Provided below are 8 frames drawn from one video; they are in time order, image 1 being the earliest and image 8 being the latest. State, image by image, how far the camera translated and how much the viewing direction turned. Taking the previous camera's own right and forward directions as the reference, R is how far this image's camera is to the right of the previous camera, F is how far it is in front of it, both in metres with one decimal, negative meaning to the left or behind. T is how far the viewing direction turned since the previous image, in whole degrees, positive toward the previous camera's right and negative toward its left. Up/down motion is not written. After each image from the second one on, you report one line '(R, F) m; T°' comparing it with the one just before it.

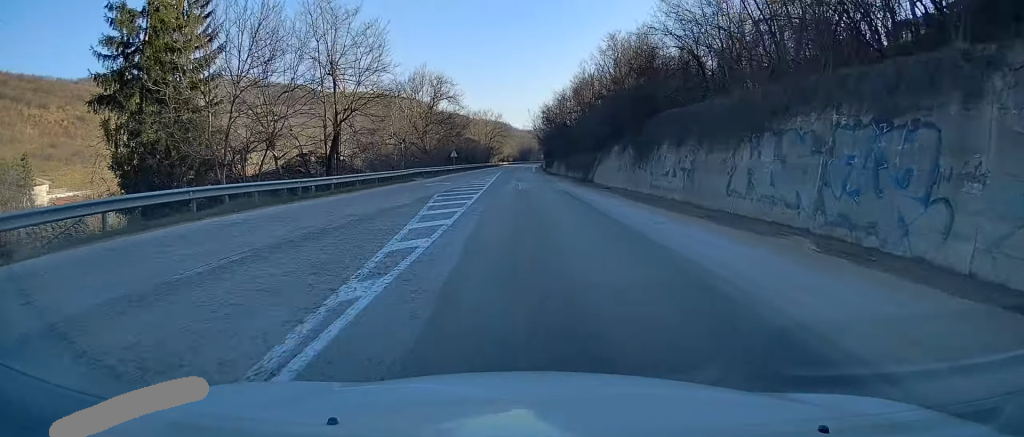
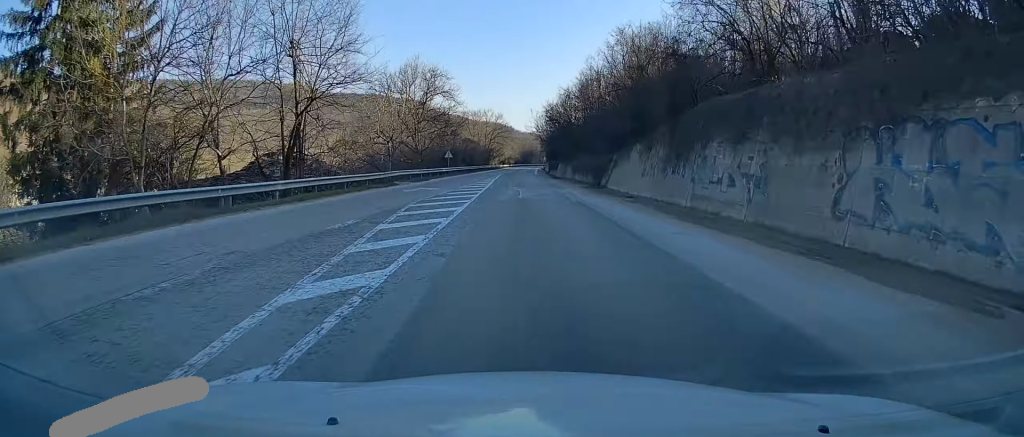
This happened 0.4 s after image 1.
(-0.1, +6.9) m; 0°
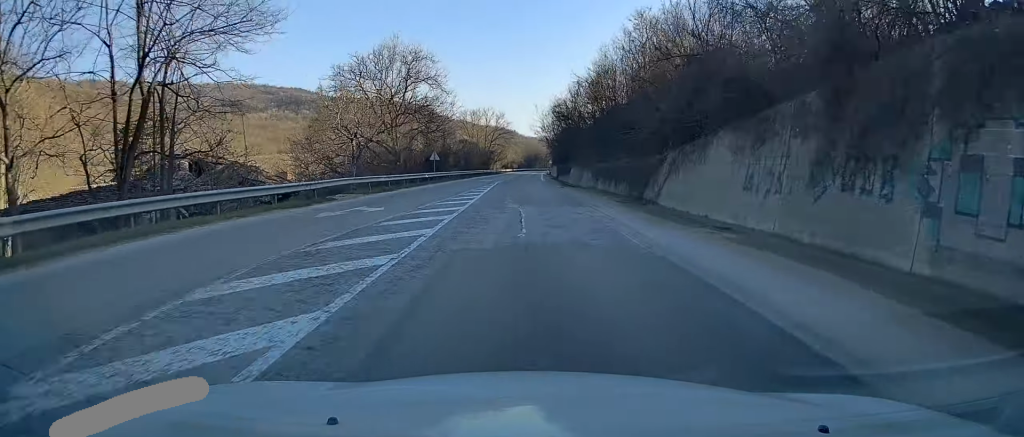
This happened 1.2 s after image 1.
(-0.1, +13.2) m; 0°
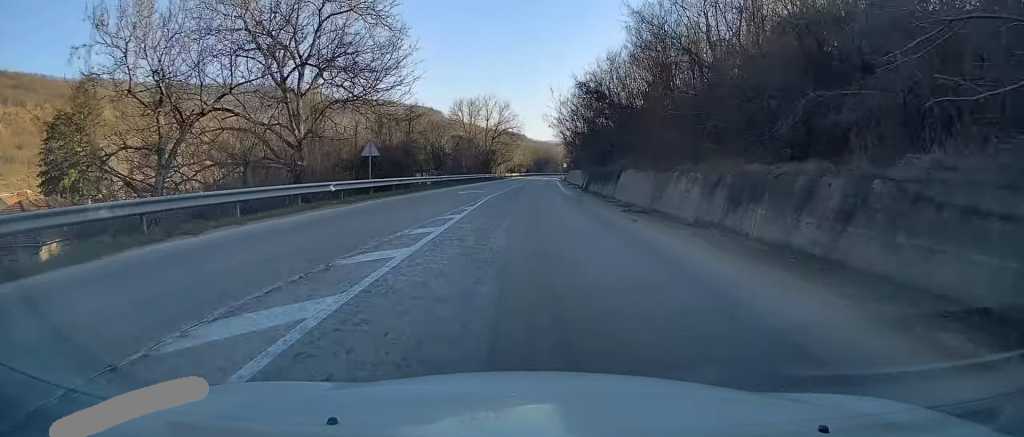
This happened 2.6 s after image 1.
(-0.1, +25.5) m; 0°
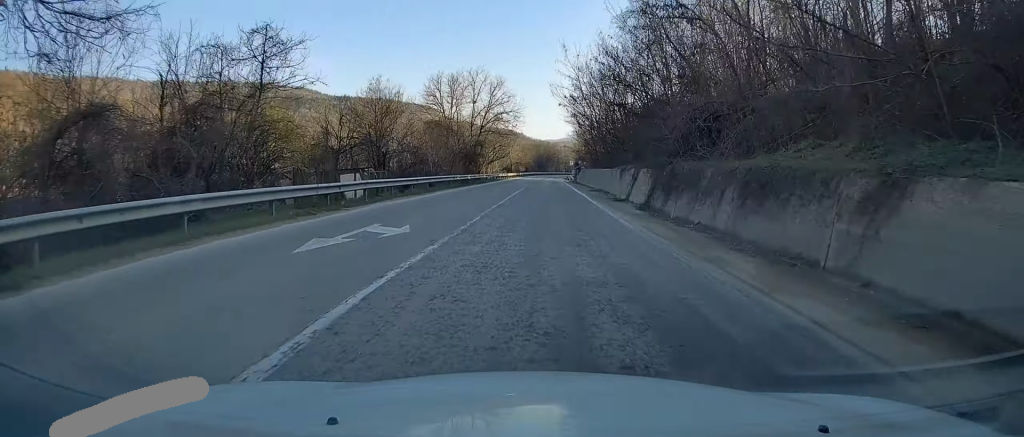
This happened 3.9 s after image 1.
(+0.1, +24.7) m; +1°
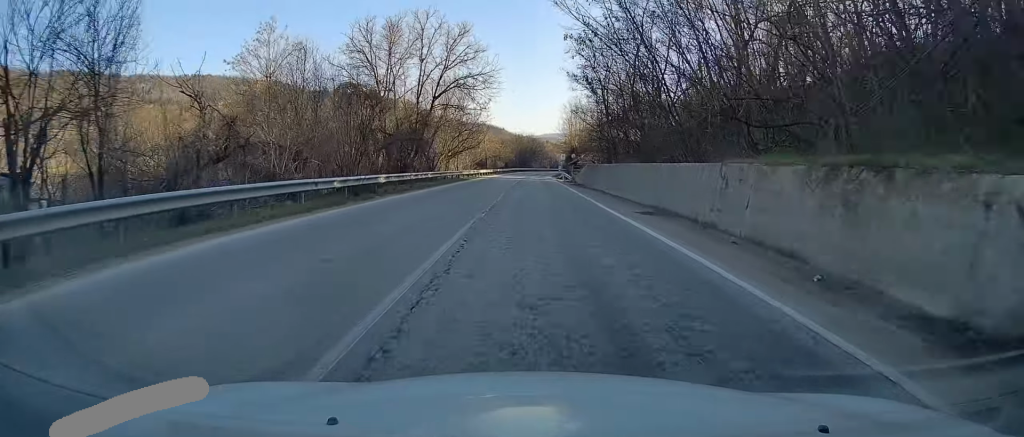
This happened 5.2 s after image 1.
(+0.2, +26.0) m; 0°
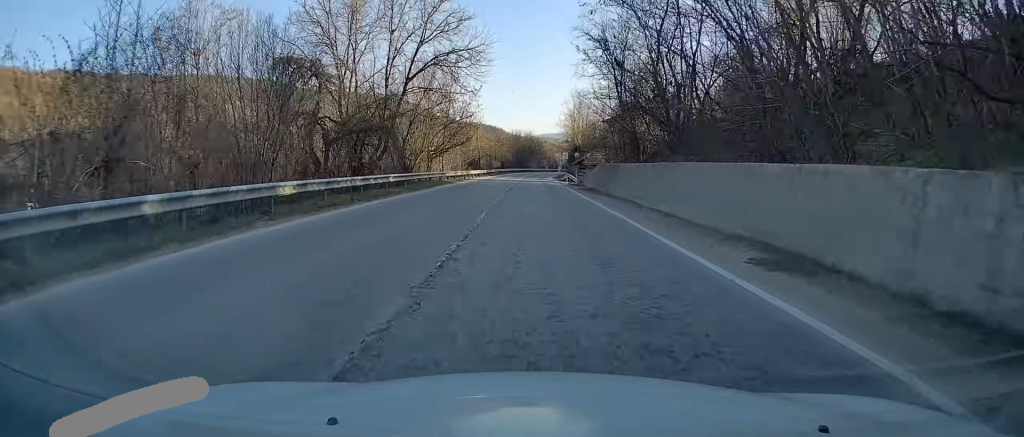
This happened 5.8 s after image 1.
(-0.1, +10.1) m; 0°
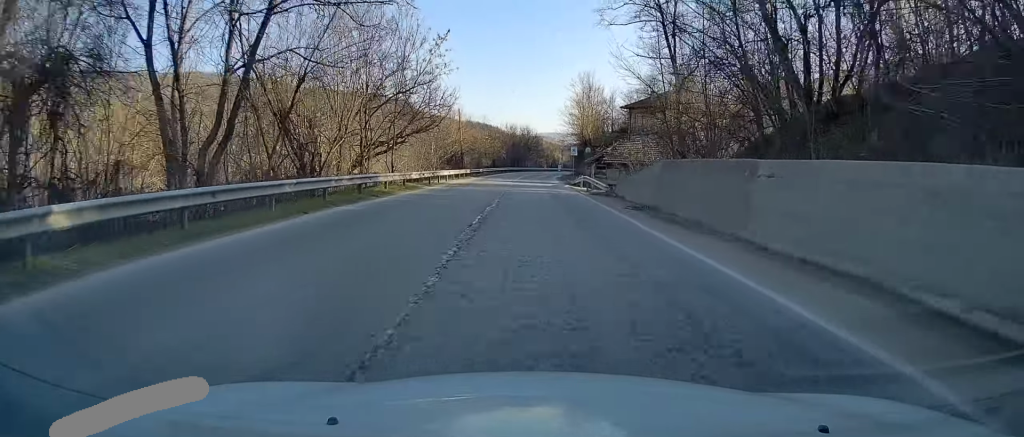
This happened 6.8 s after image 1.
(+0.1, +20.3) m; +1°
